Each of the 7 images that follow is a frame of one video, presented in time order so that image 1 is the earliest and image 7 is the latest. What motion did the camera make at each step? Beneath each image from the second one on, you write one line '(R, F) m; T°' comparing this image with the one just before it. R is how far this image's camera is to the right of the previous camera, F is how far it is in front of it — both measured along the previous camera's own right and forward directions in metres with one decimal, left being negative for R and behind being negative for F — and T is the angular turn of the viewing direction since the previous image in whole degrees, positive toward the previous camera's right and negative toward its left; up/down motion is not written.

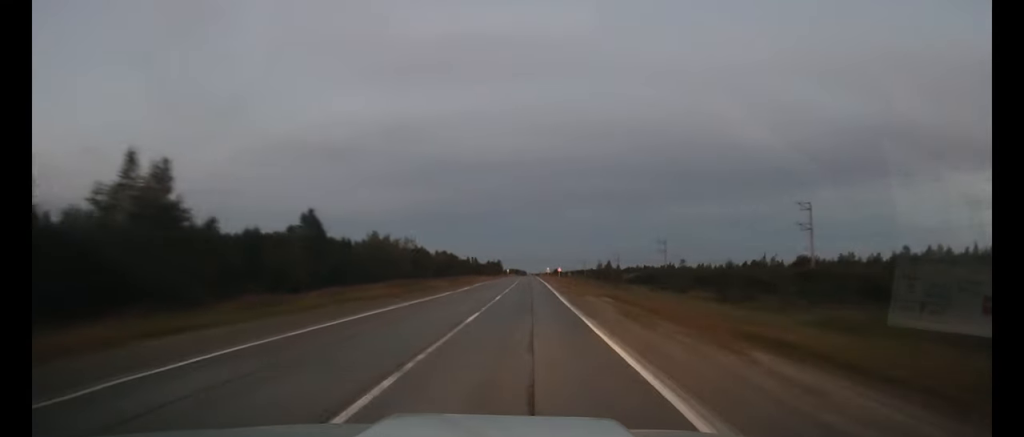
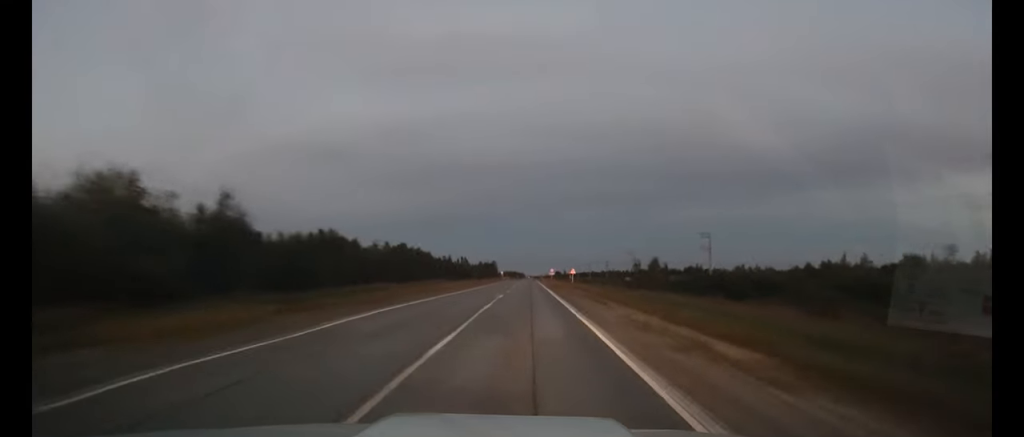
(0.0, +42.3) m; 0°
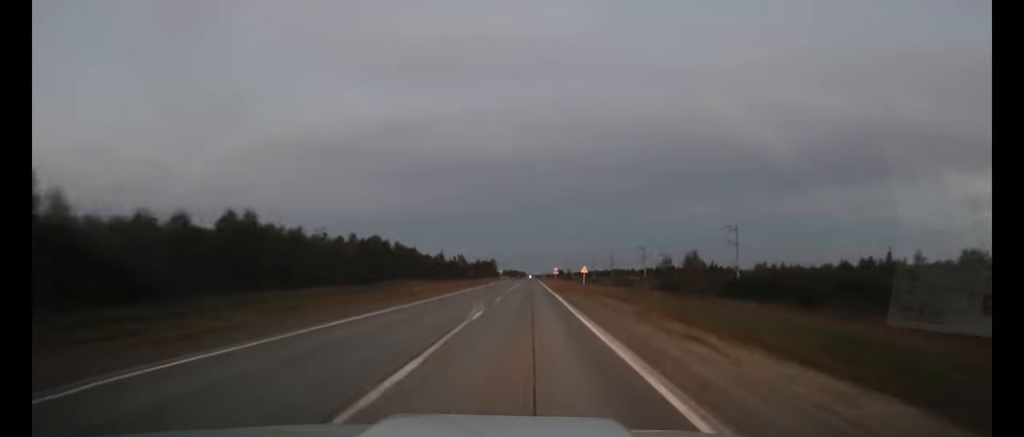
(0.0, +16.2) m; 0°
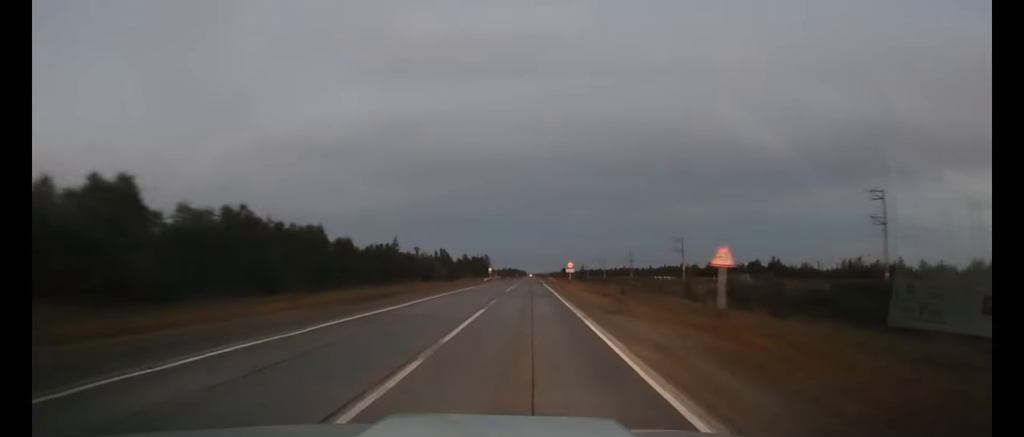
(0.0, +49.6) m; 0°
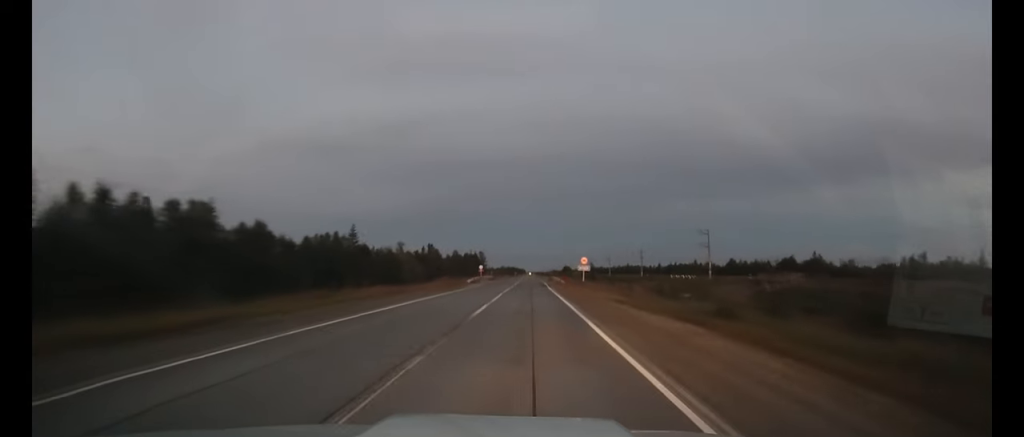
(0.0, +22.6) m; 0°
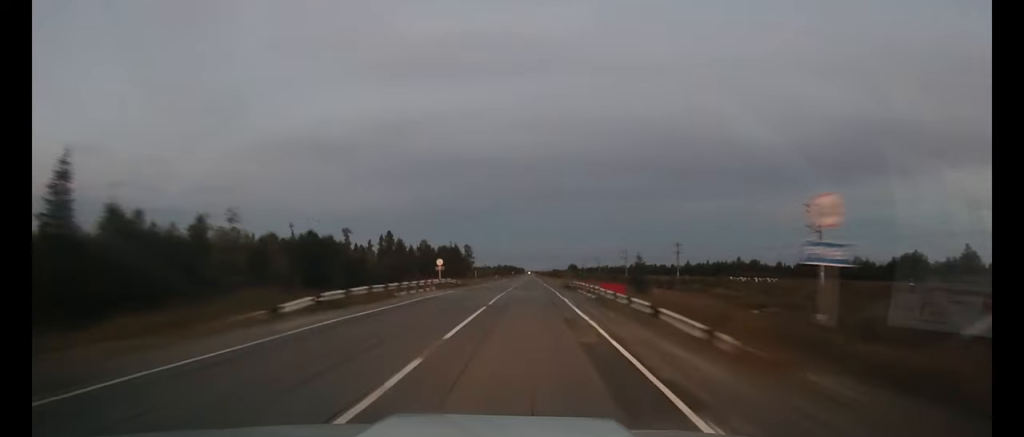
(+0.1, +51.1) m; 0°
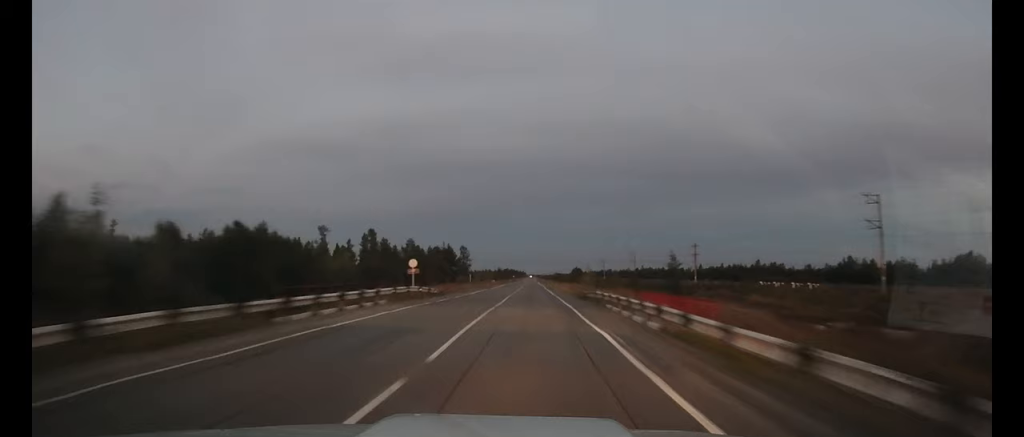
(0.0, +15.1) m; 0°
